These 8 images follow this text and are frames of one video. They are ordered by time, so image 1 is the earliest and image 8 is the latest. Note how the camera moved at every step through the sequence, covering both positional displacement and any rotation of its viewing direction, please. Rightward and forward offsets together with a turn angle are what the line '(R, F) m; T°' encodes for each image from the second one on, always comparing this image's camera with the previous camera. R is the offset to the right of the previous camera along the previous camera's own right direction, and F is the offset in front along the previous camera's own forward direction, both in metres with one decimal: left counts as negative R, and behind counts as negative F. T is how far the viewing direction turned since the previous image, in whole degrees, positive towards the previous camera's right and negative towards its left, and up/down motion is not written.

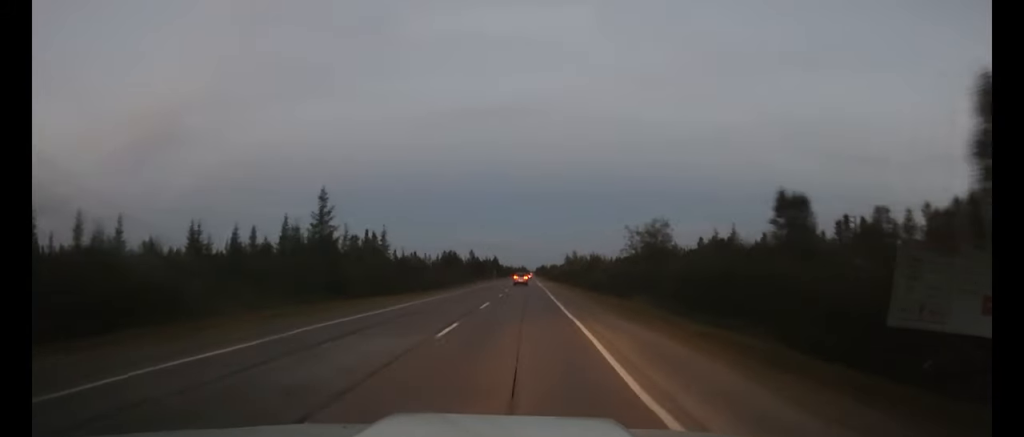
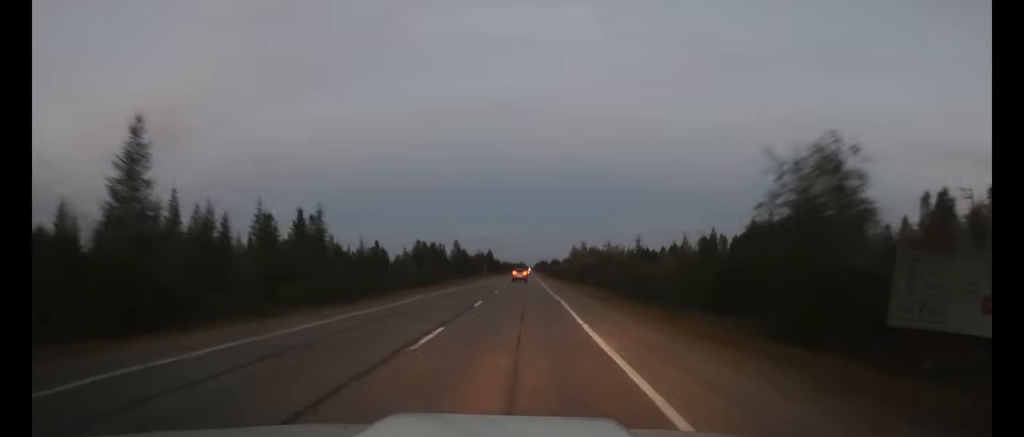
(0.0, +27.0) m; 0°
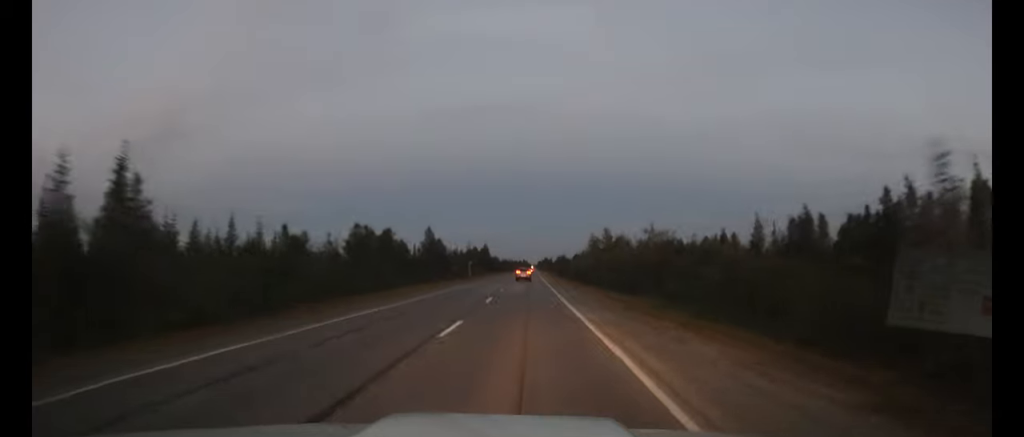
(0.0, +33.8) m; 0°
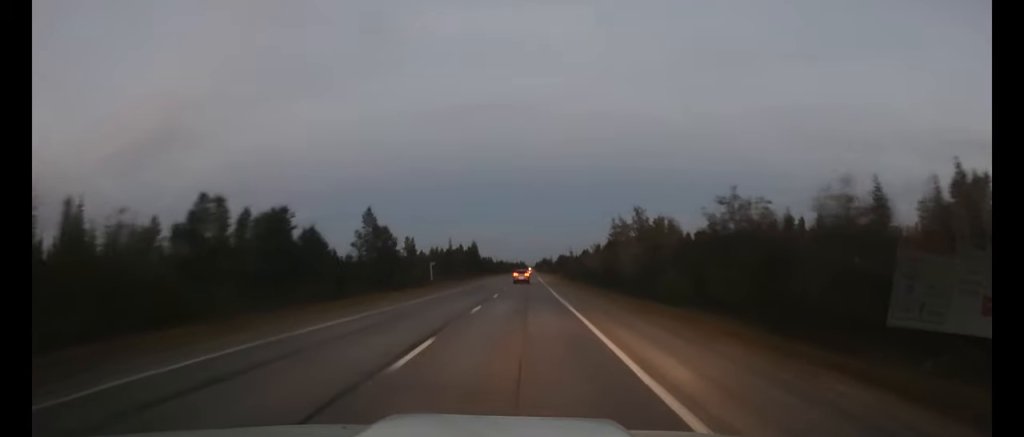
(0.0, +28.8) m; 0°
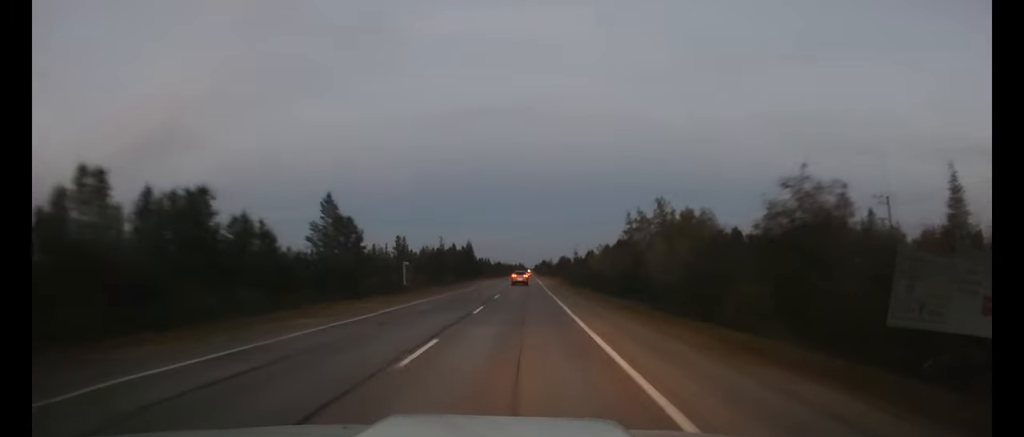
(0.0, +10.8) m; 0°
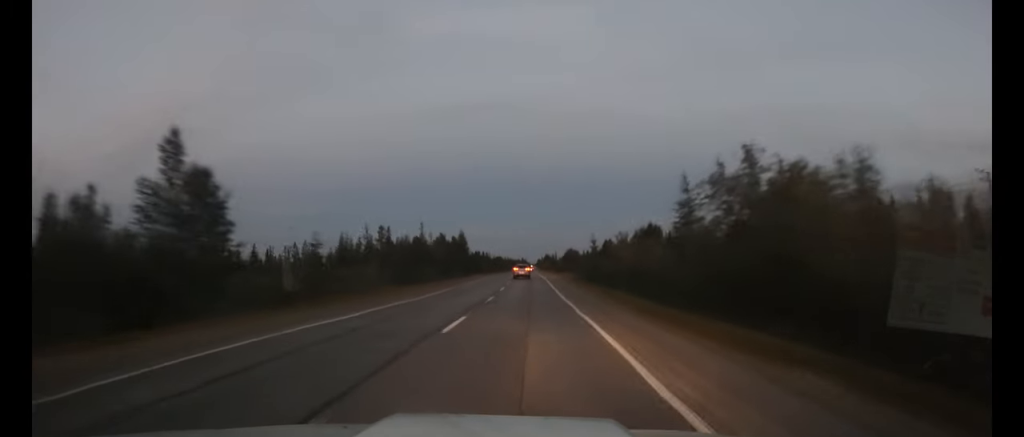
(0.0, +20.7) m; 0°
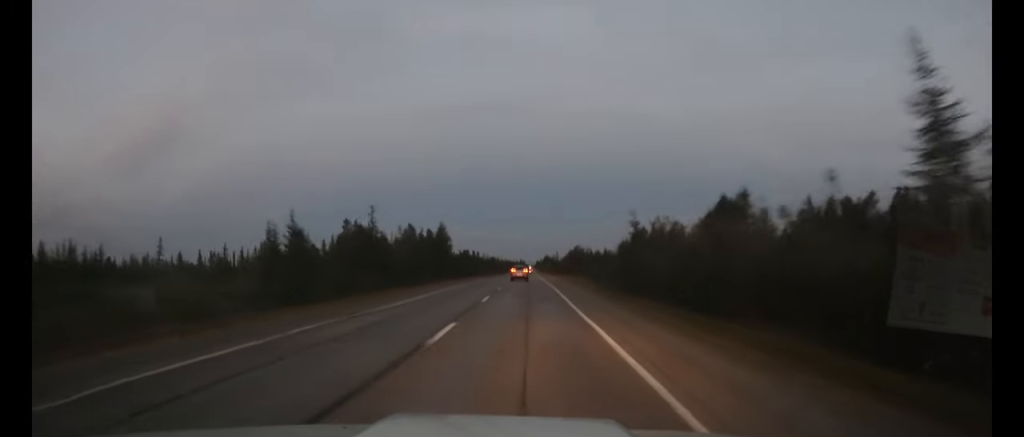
(0.0, +25.7) m; 0°
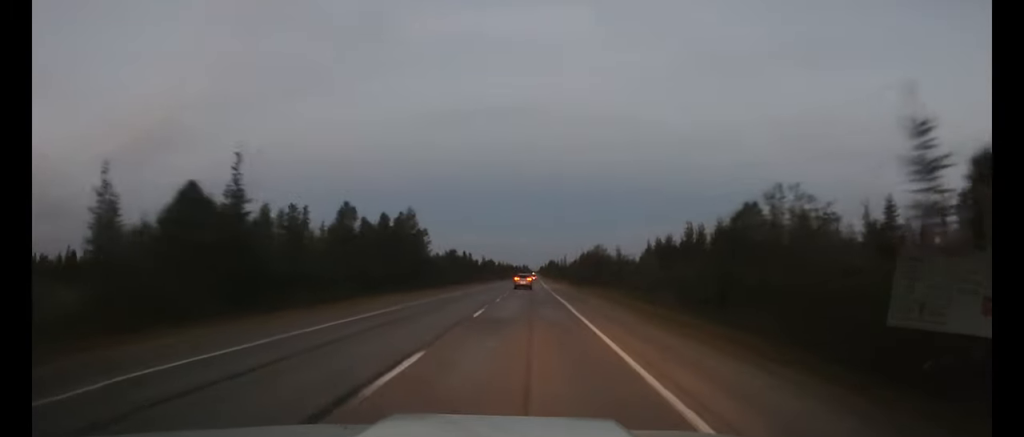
(0.0, +29.0) m; 0°
